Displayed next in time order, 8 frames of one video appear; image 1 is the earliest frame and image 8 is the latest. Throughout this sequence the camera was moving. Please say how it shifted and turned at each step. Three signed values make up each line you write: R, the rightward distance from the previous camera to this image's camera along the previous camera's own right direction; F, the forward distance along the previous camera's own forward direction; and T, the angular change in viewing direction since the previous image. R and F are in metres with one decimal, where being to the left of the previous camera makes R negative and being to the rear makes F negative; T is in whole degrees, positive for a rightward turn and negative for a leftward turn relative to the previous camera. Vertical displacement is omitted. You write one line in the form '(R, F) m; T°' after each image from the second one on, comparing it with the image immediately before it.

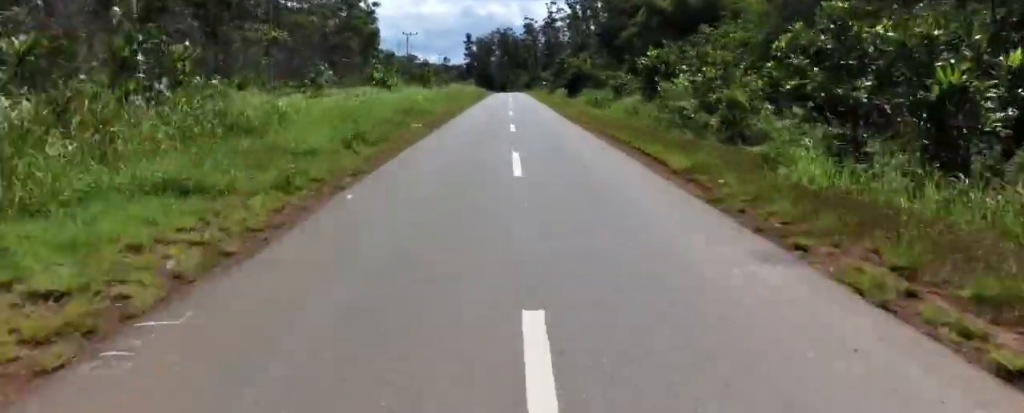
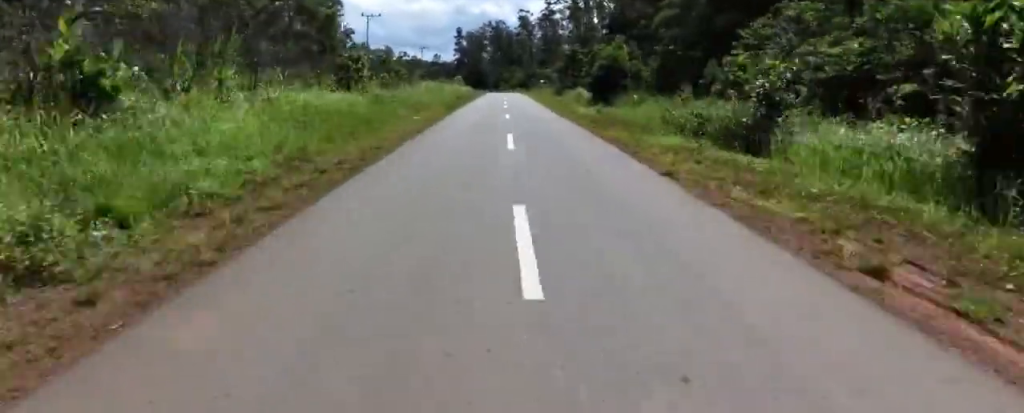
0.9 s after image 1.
(+0.3, +20.8) m; -2°
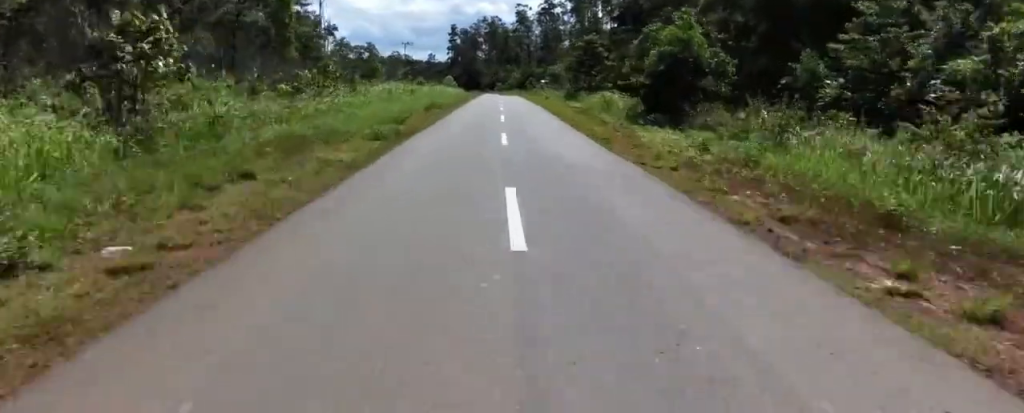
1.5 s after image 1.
(-0.7, +15.3) m; -2°
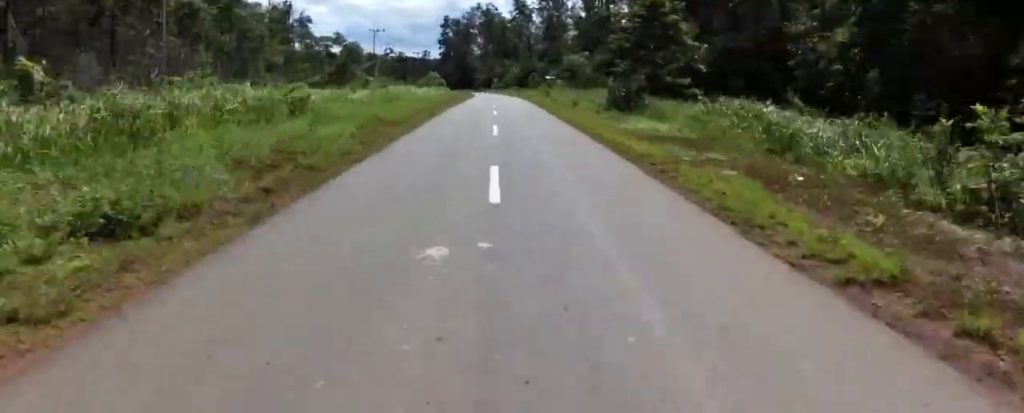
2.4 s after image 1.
(-0.3, +22.6) m; +1°
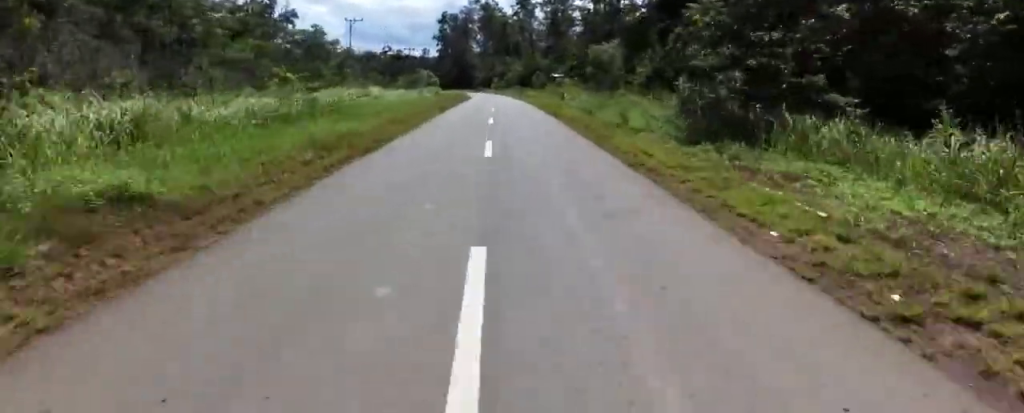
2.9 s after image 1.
(-0.1, +12.1) m; +1°
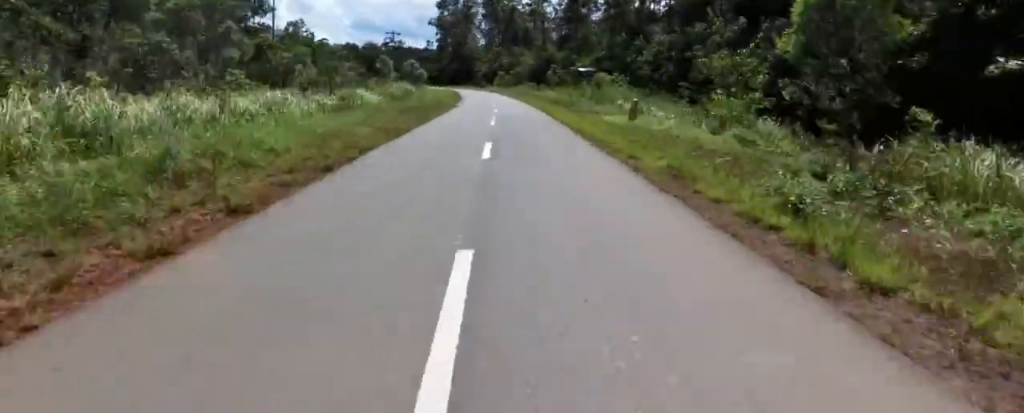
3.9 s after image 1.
(+1.0, +24.5) m; +2°
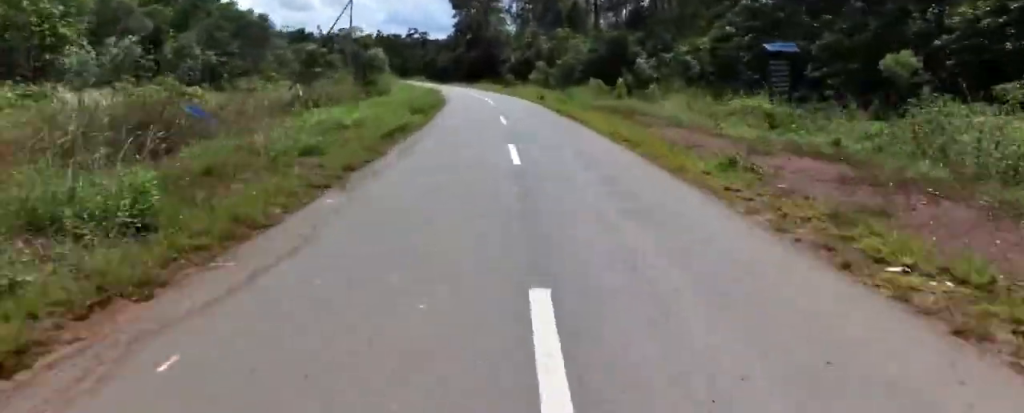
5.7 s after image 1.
(-2.8, +42.0) m; -8°
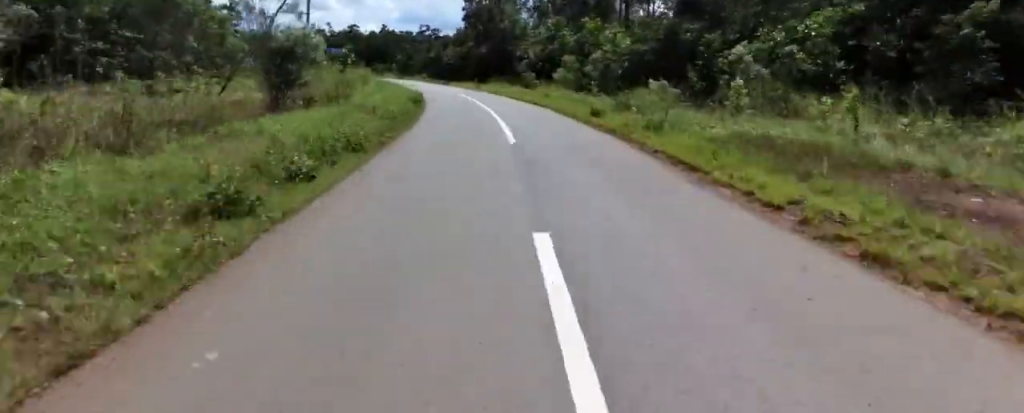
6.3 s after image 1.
(-0.2, +15.1) m; -1°
